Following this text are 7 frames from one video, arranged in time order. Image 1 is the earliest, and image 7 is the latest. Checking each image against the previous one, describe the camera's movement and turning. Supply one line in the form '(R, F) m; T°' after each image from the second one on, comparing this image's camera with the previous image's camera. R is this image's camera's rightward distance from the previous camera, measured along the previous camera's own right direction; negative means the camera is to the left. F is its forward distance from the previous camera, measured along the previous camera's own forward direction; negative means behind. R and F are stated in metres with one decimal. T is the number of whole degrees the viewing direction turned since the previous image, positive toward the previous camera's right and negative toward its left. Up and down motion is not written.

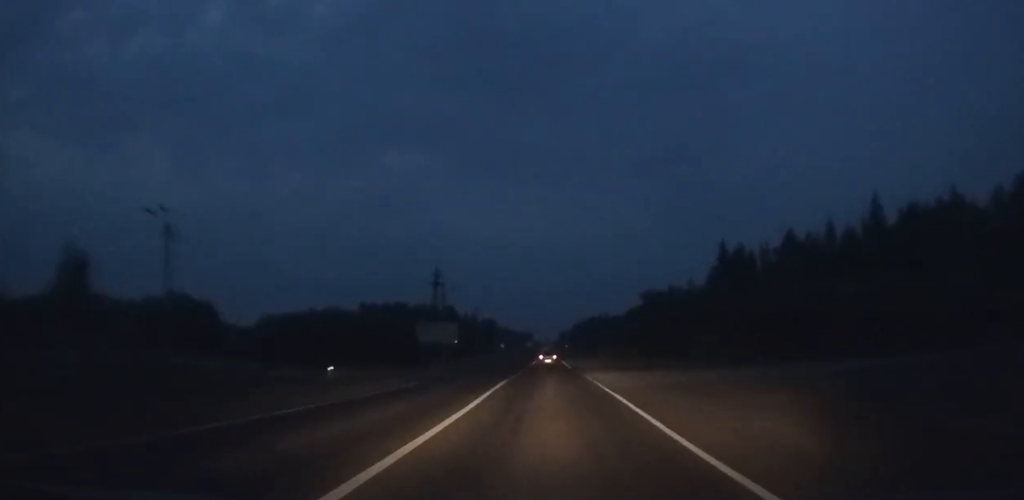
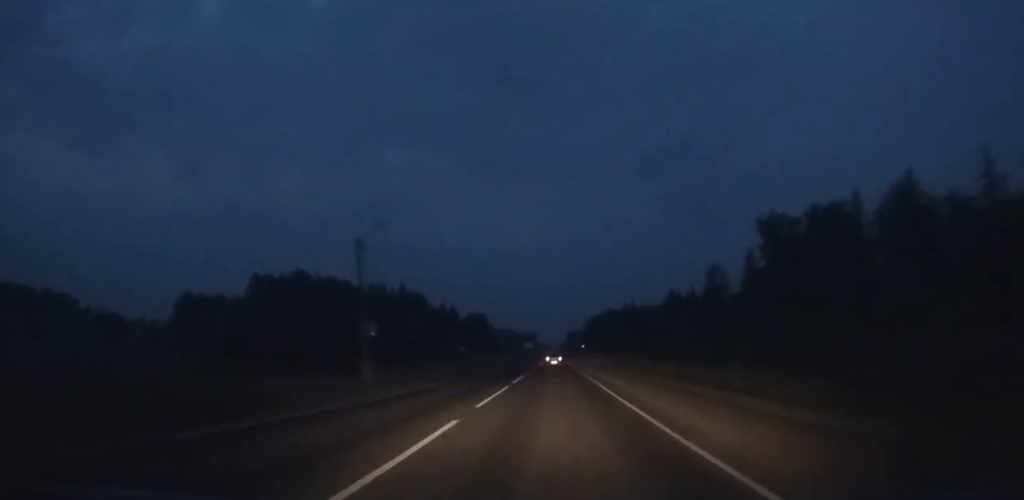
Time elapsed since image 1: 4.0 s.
(-0.3, +90.2) m; 0°
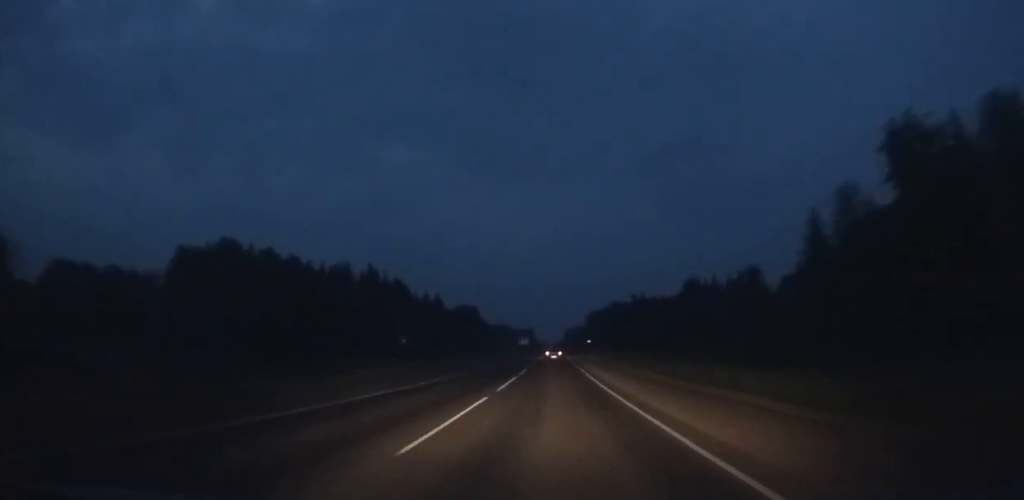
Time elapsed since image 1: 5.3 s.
(+0.1, +30.5) m; 0°
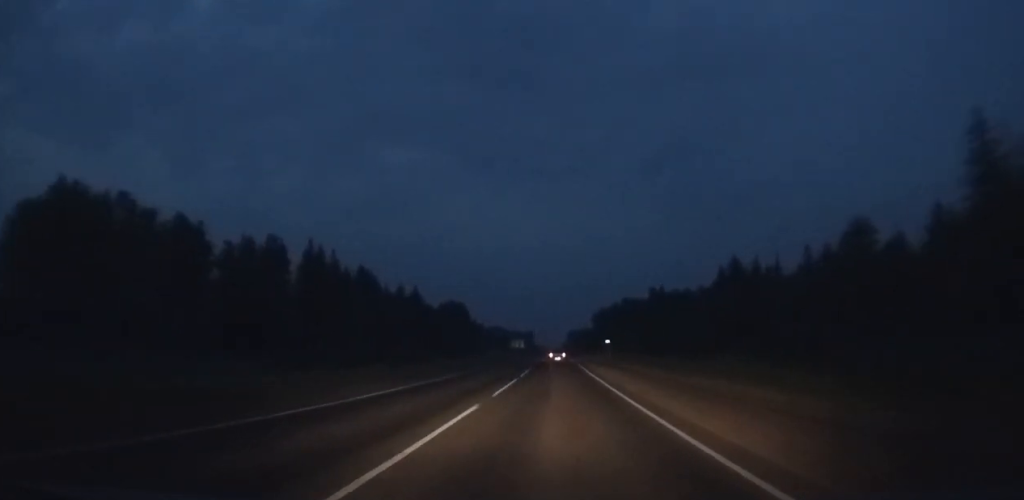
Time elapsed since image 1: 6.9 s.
(+0.1, +37.8) m; 0°
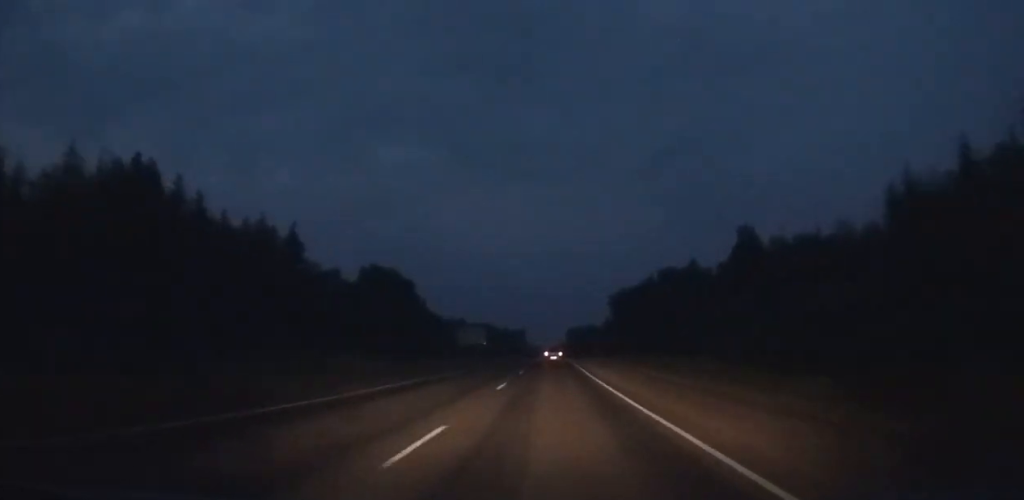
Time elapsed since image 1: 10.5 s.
(+0.5, +92.2) m; 0°
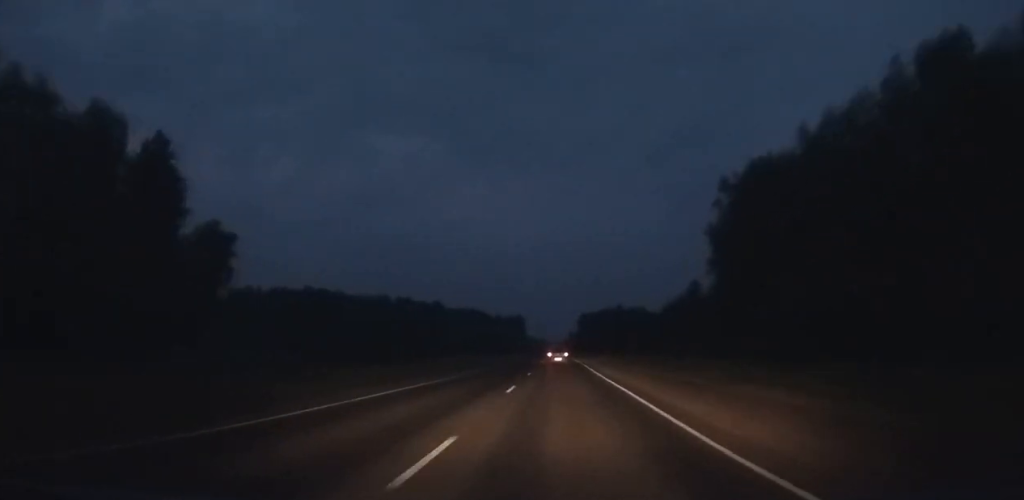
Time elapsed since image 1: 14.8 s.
(-0.3, +110.5) m; 0°
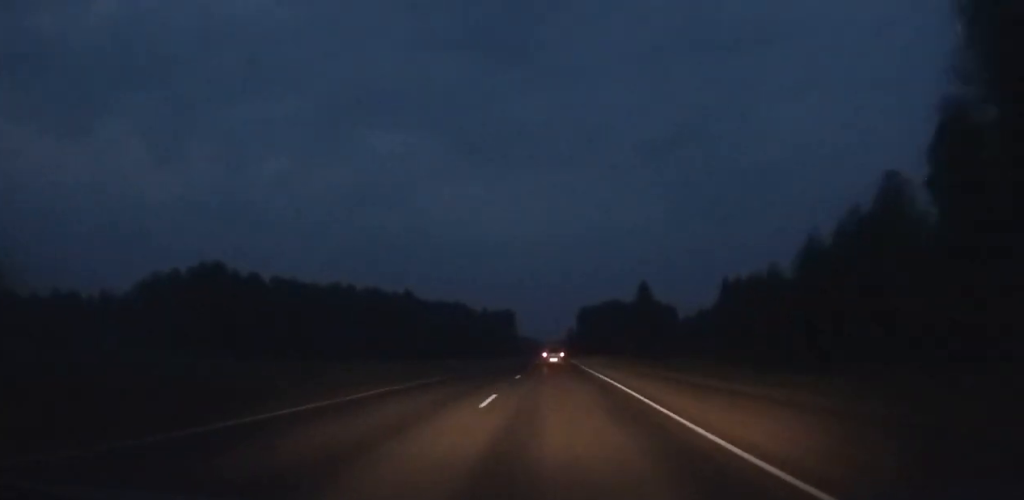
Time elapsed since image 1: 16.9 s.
(0.0, +52.2) m; 0°
